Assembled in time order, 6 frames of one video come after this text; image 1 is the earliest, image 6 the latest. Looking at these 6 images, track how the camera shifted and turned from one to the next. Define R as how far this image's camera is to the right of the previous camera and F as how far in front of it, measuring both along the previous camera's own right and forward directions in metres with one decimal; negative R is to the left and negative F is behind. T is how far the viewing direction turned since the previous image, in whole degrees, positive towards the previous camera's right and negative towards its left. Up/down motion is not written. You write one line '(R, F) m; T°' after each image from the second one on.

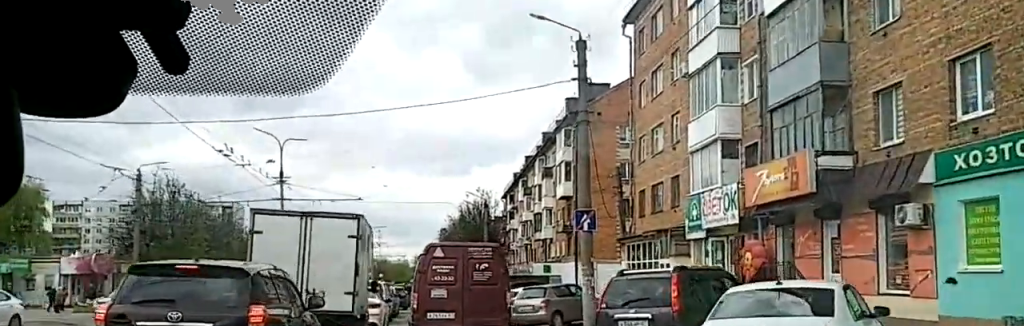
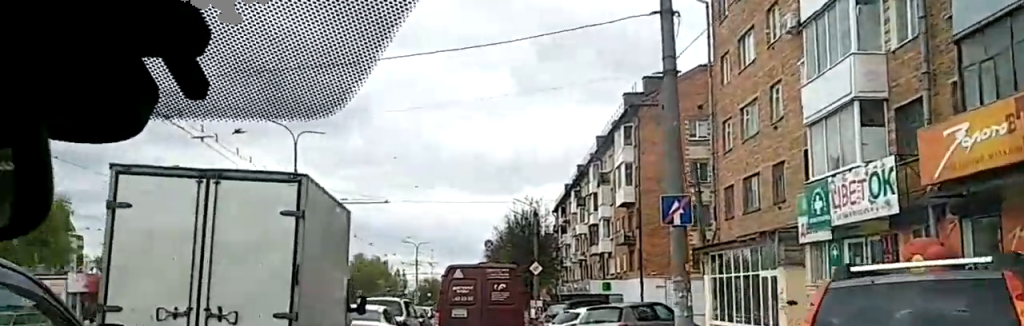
(0.0, +6.0) m; +2°
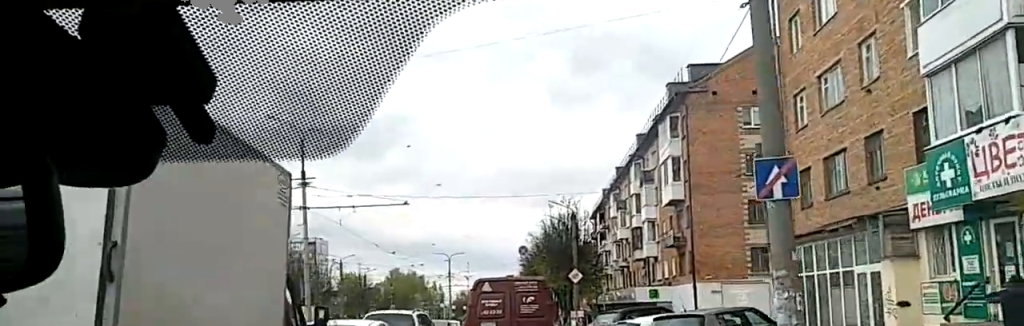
(+0.1, +4.3) m; +2°
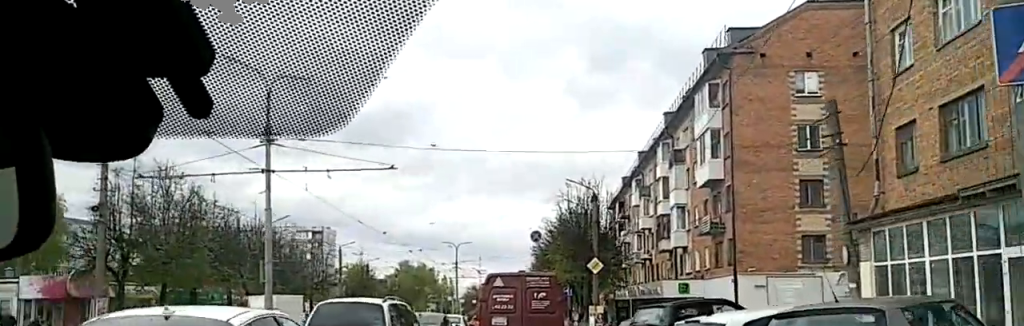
(+0.1, +6.6) m; +4°
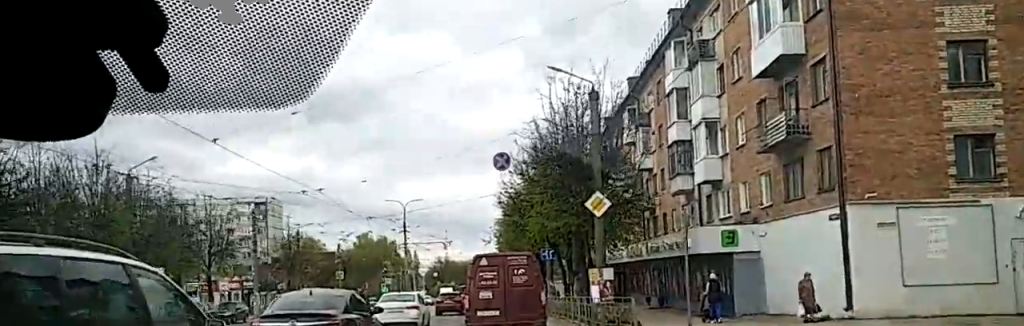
(+1.4, +18.8) m; +8°
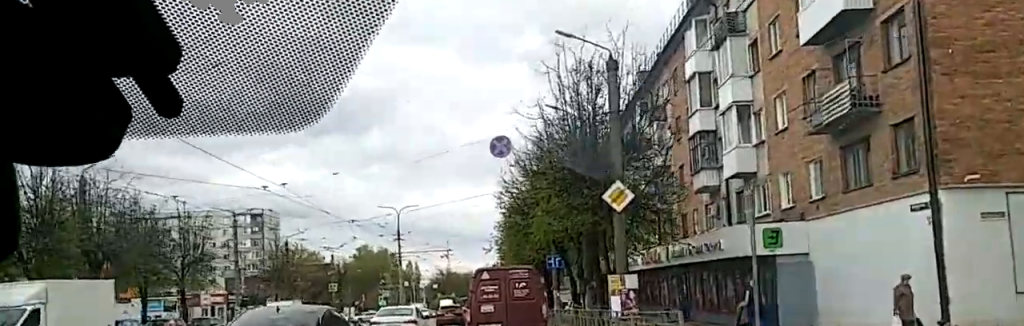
(-0.1, +5.2) m; +3°
